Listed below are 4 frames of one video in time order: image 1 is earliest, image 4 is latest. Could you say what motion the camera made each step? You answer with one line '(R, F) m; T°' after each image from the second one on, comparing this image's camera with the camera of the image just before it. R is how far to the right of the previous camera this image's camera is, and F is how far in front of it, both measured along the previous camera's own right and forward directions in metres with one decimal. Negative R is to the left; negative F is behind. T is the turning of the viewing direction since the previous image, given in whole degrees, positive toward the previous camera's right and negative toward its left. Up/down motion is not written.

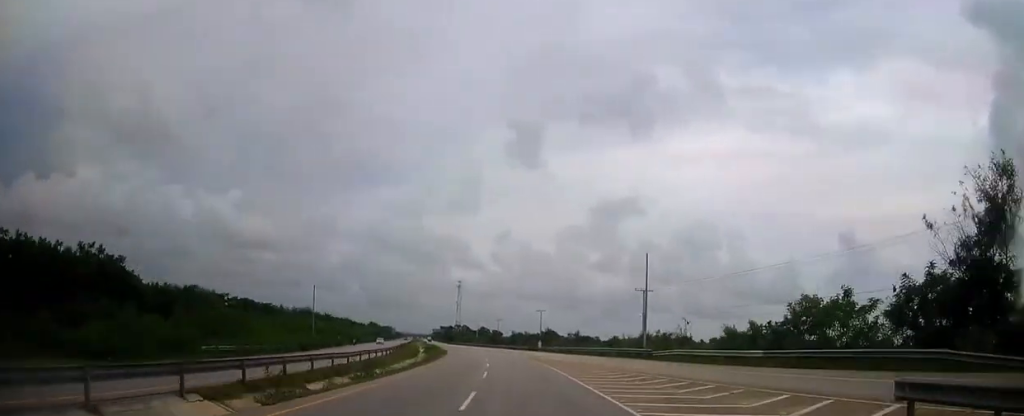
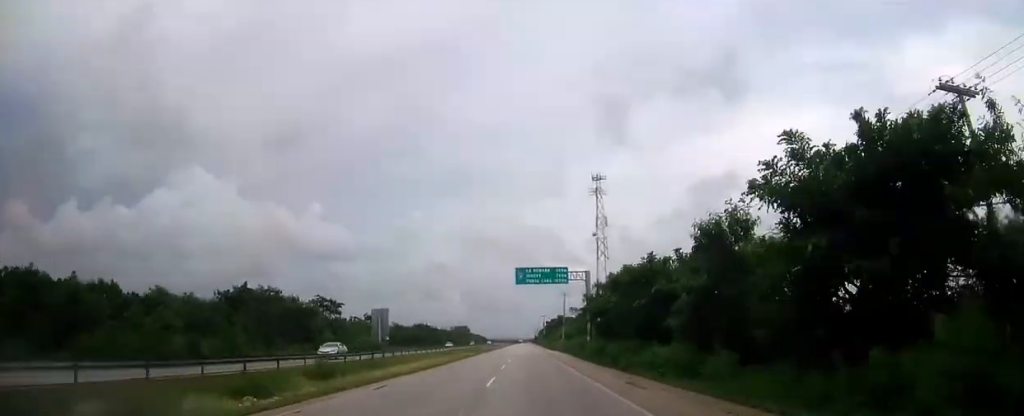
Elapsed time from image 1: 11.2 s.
(-43.2, +312.8) m; -10°
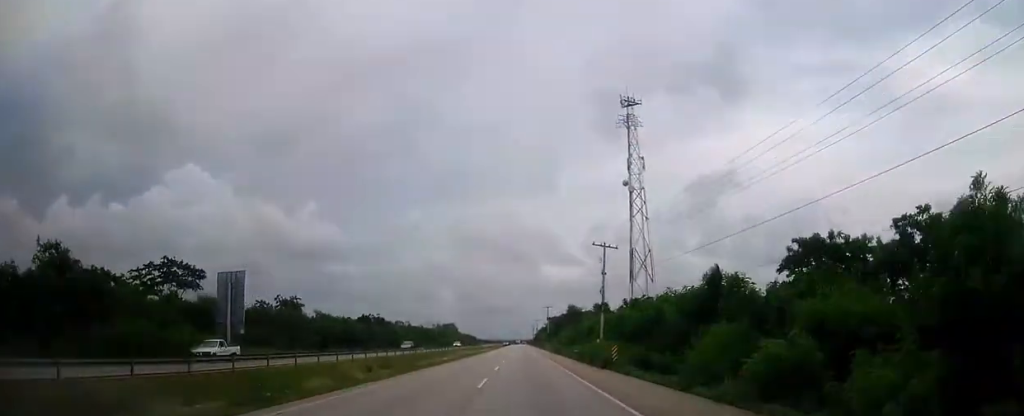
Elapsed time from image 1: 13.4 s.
(+0.1, +61.2) m; 0°
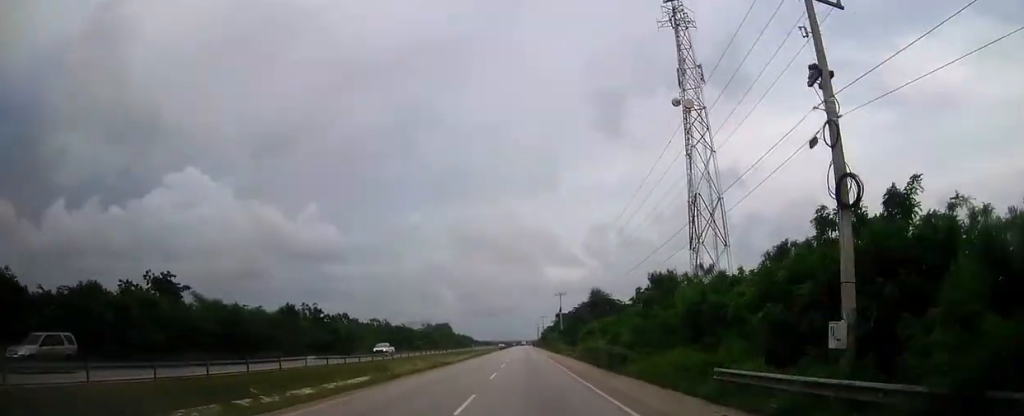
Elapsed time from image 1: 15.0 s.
(-0.1, +43.5) m; 0°
